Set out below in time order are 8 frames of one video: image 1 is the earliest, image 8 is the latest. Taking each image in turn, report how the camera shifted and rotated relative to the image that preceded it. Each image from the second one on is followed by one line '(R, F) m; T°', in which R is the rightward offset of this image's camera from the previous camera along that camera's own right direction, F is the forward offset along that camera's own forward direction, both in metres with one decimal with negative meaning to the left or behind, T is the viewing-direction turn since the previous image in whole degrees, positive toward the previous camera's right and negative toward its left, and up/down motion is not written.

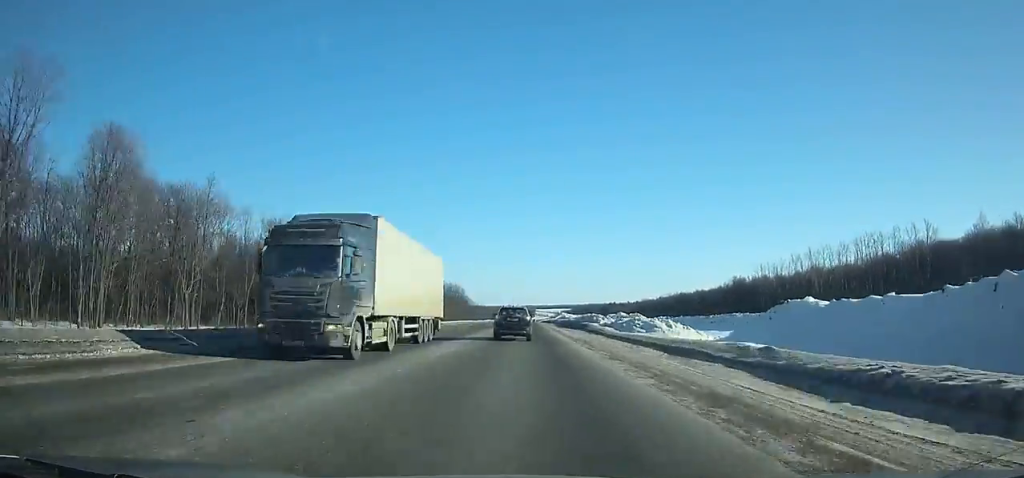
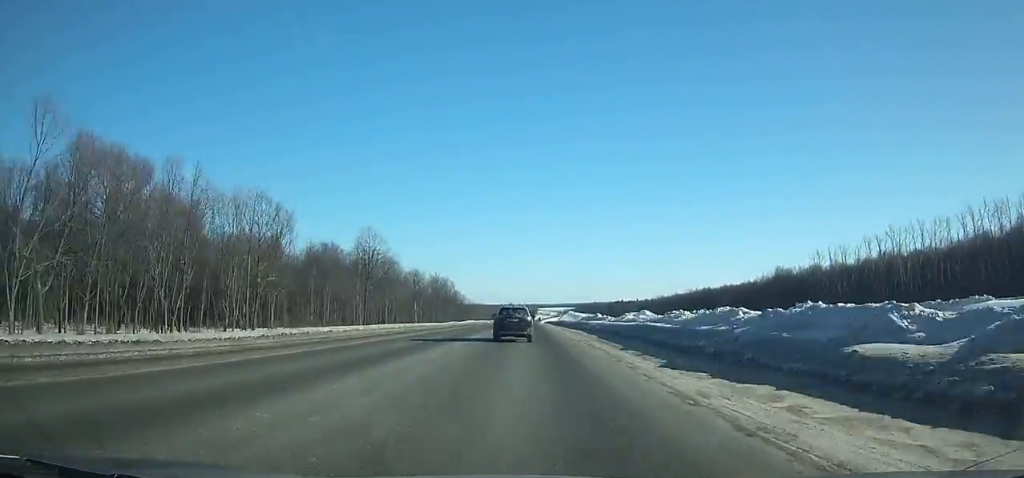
(-0.1, +51.7) m; 0°
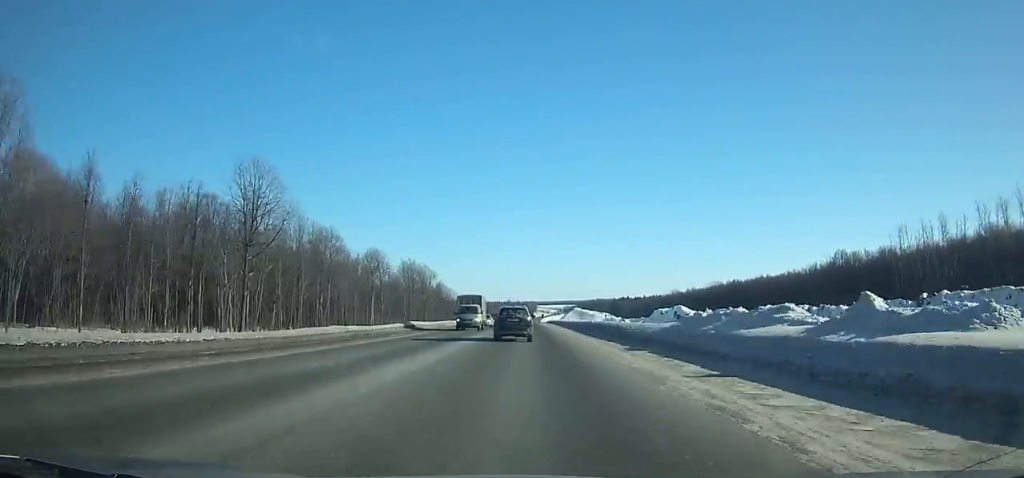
(-0.1, +53.9) m; 0°
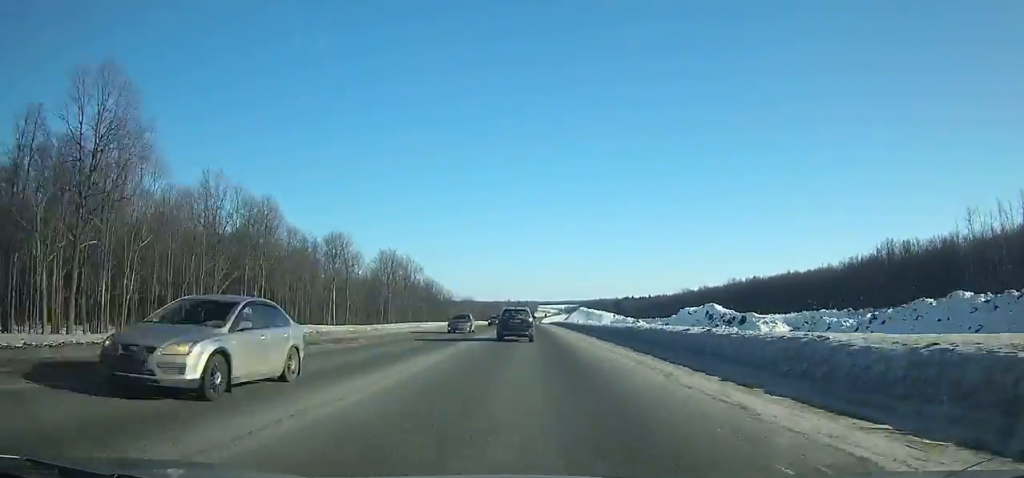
(+0.1, +29.6) m; 0°
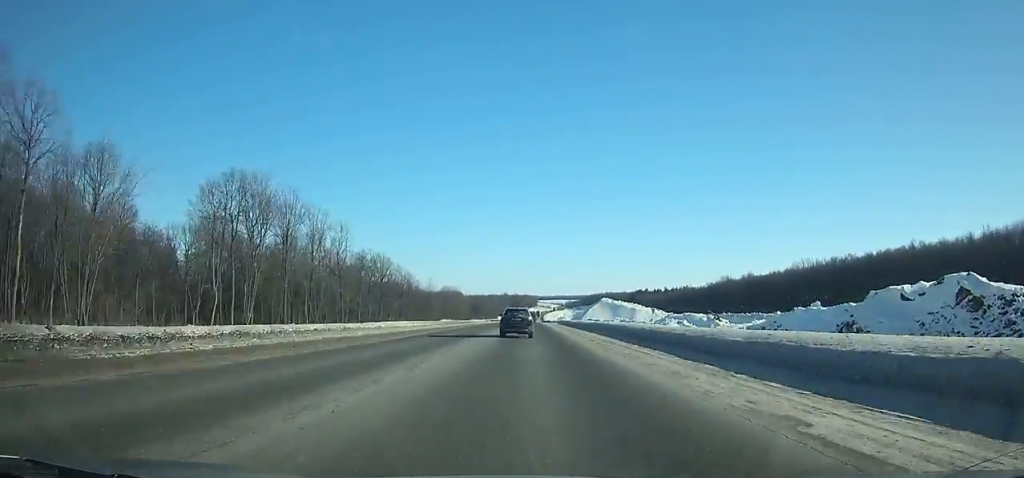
(+0.3, +83.3) m; 0°
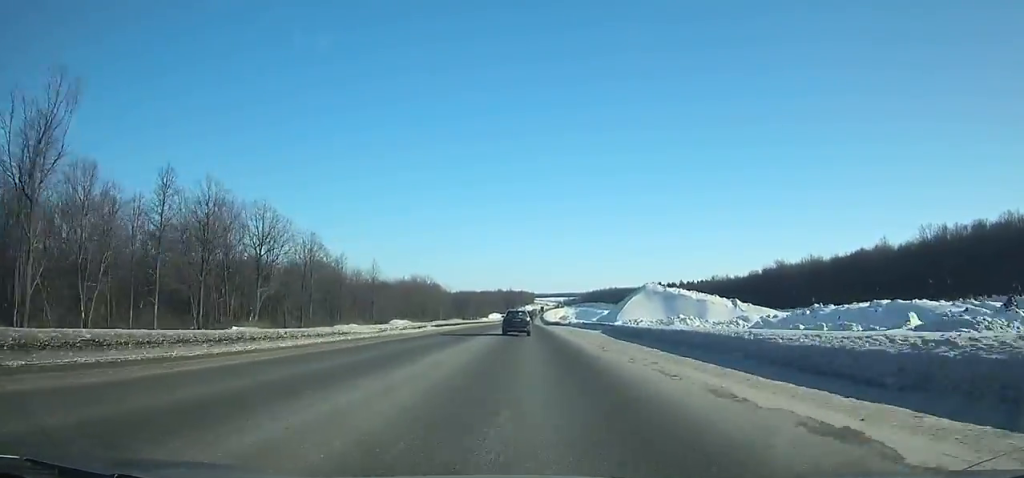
(+0.1, +76.1) m; 0°
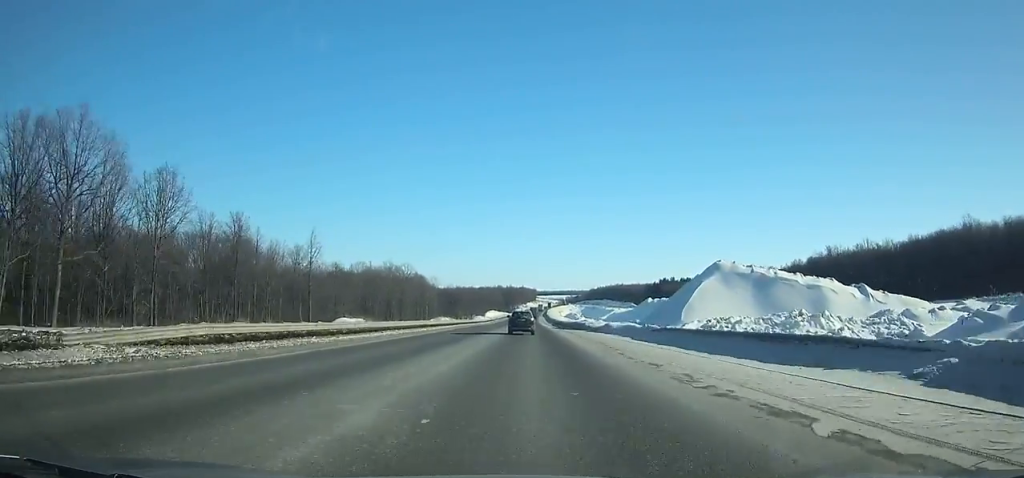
(-0.1, +45.0) m; 0°
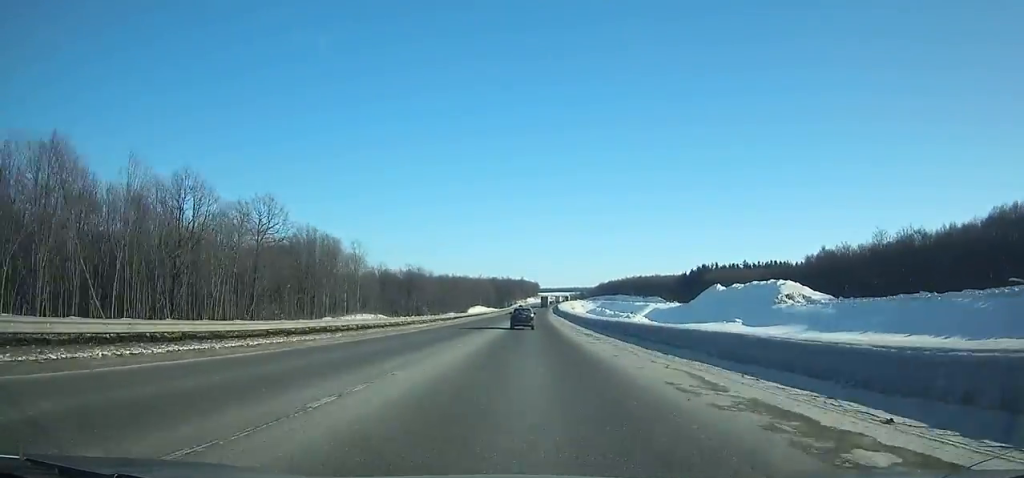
(-0.4, +112.4) m; 0°
